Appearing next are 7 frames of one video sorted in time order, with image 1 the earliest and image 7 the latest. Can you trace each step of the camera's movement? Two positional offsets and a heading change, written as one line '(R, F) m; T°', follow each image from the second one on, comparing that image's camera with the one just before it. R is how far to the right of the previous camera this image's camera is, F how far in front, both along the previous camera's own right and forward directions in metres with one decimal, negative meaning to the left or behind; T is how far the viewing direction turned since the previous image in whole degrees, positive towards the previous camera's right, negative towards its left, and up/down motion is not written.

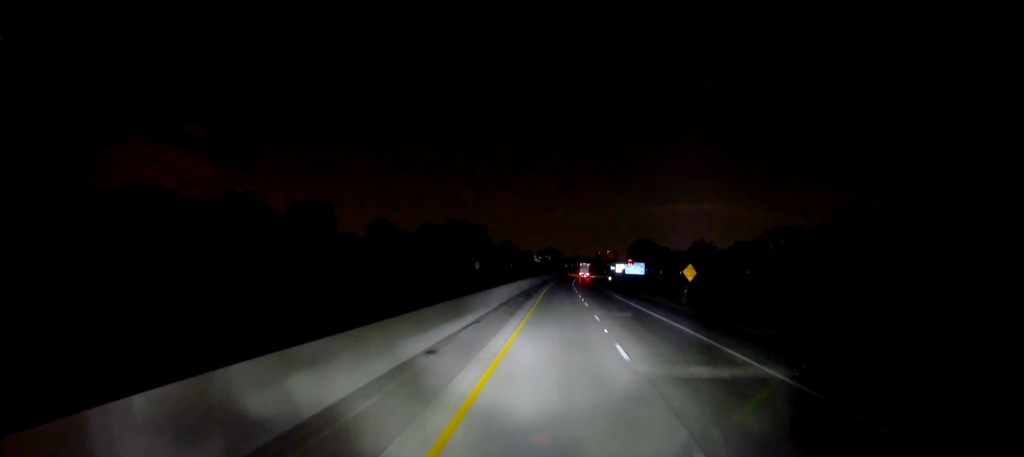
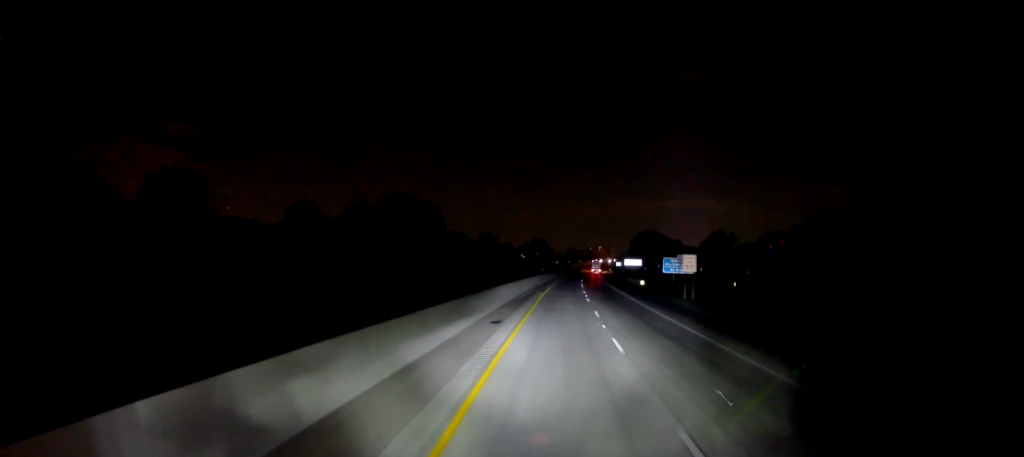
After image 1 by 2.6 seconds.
(+1.2, +71.9) m; +1°
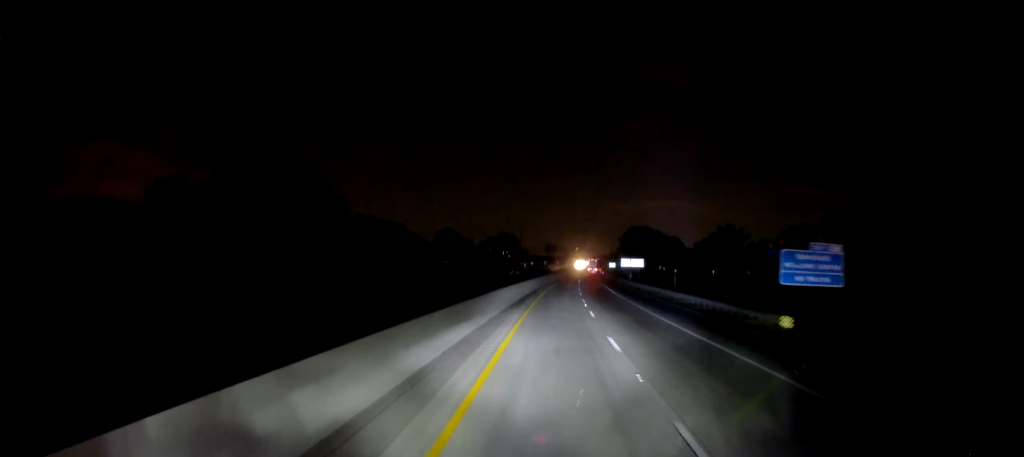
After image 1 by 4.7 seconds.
(-0.3, +60.7) m; +1°
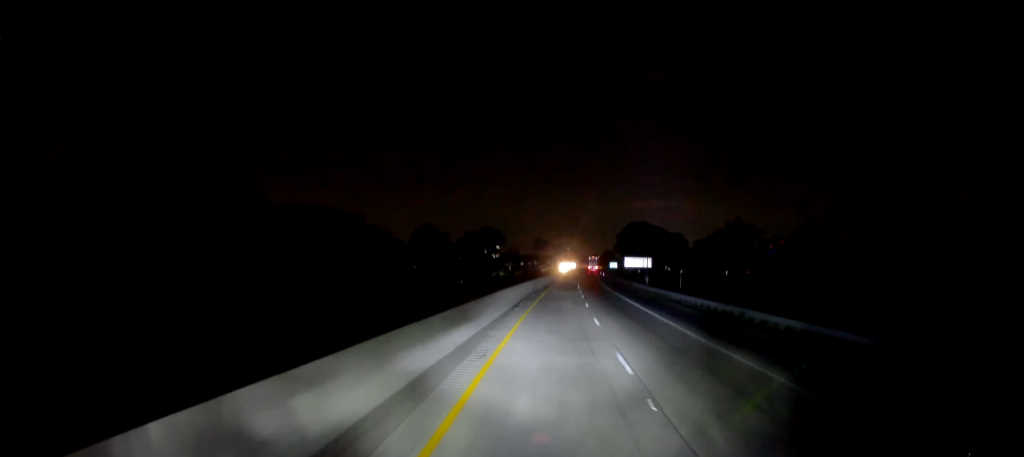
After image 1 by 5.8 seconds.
(+0.3, +27.9) m; +2°
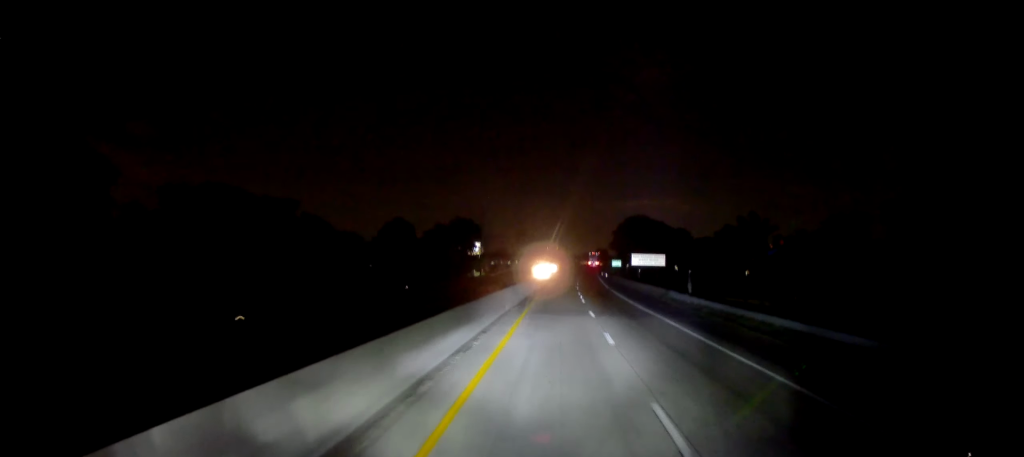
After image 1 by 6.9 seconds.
(+0.6, +31.4) m; +1°
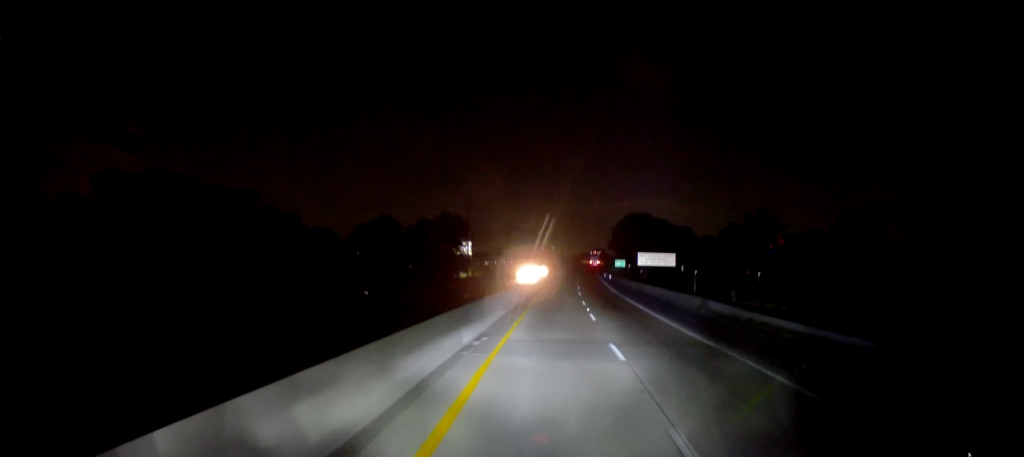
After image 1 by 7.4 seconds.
(-0.4, +13.1) m; 0°
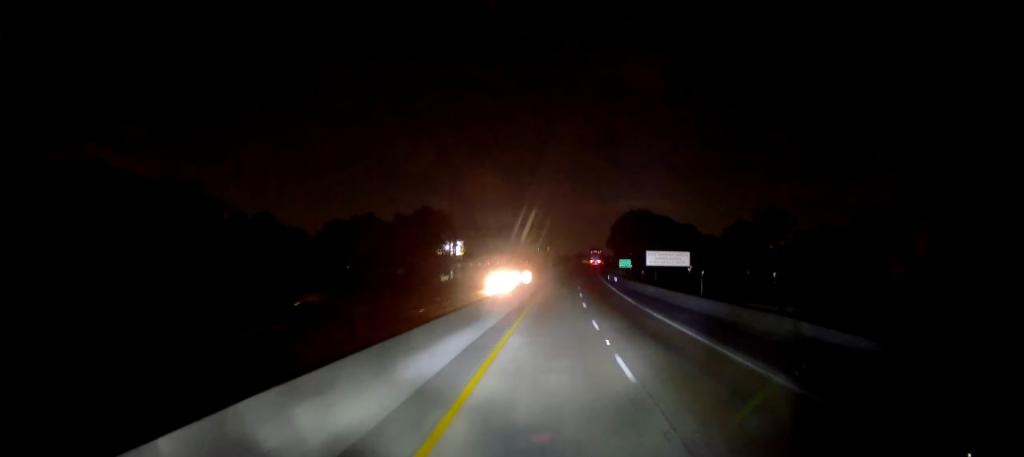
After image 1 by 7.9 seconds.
(+0.2, +14.9) m; +1°
